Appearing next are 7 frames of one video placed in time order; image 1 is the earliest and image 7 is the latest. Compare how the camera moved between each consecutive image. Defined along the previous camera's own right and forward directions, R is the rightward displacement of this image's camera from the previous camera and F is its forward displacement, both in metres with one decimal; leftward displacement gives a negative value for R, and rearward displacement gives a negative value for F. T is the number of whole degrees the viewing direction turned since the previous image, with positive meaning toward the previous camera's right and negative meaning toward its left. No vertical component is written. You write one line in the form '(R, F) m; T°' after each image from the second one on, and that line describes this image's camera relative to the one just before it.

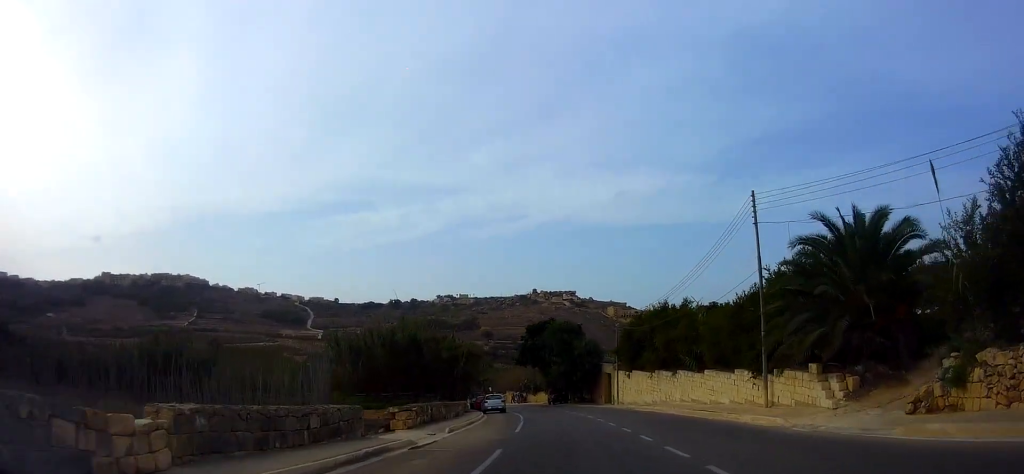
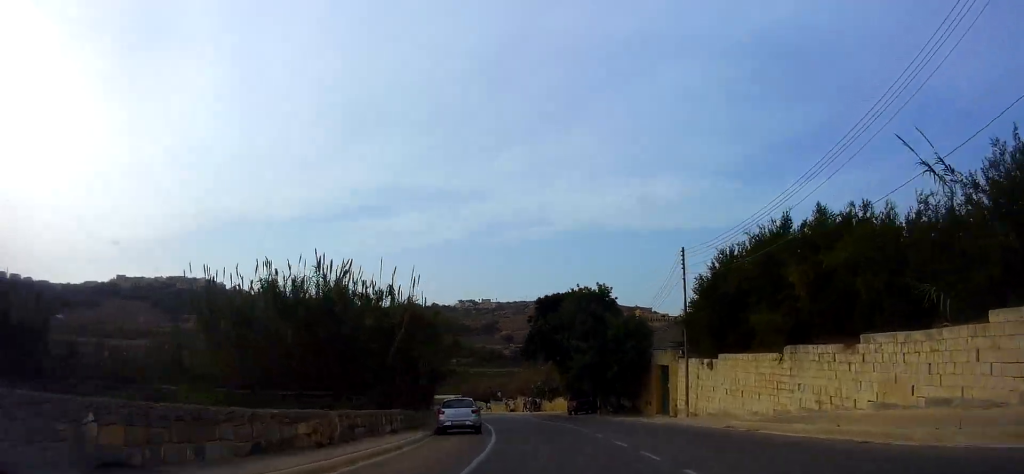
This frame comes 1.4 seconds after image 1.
(-0.8, +22.5) m; -5°
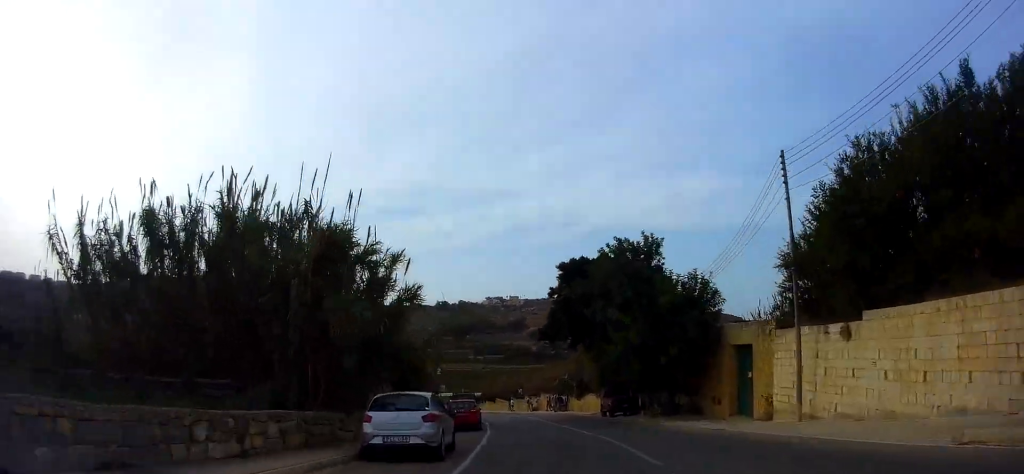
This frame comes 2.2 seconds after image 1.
(-0.6, +12.2) m; -1°
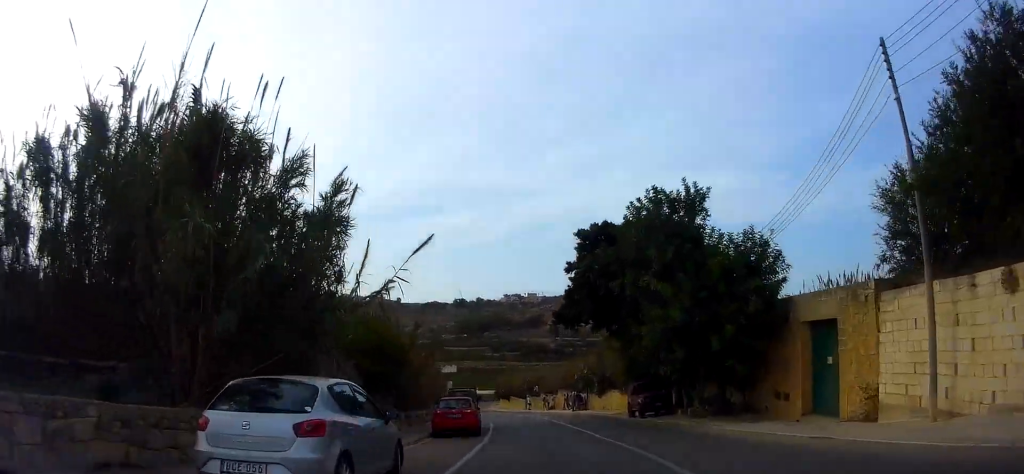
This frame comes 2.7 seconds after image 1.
(+0.1, +6.7) m; 0°
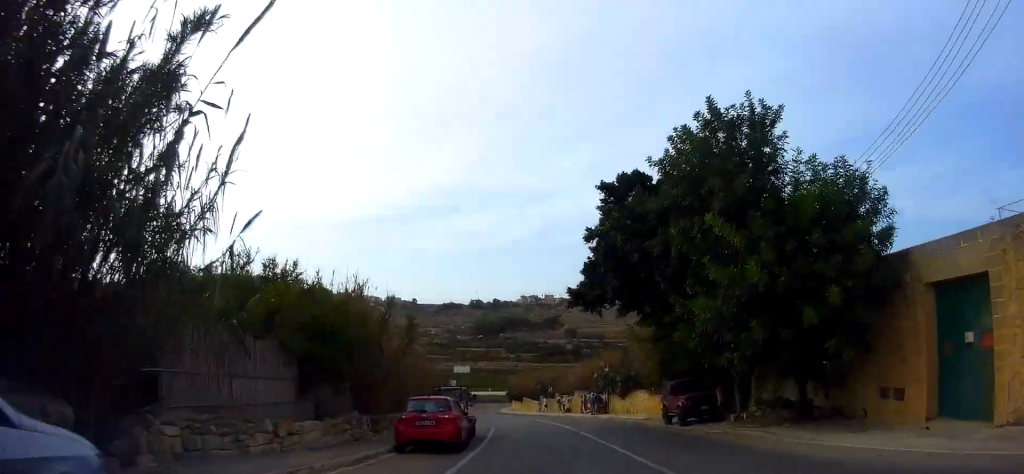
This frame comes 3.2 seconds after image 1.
(+0.2, +7.1) m; 0°
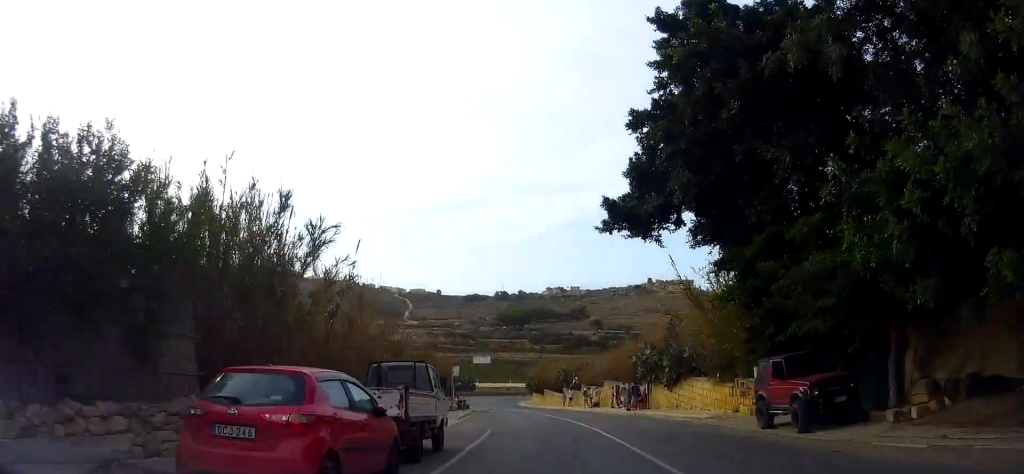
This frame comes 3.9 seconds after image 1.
(-0.3, +10.1) m; -2°
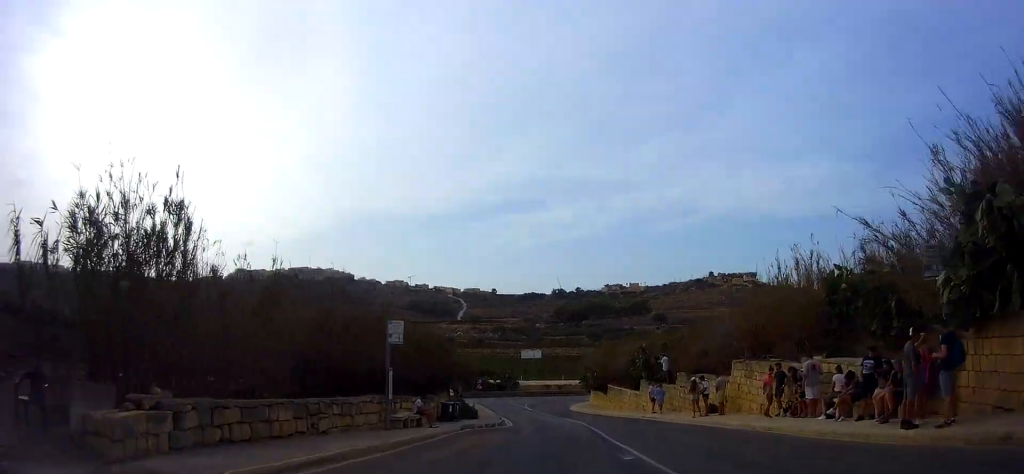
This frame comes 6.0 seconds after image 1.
(-0.5, +25.5) m; -4°
